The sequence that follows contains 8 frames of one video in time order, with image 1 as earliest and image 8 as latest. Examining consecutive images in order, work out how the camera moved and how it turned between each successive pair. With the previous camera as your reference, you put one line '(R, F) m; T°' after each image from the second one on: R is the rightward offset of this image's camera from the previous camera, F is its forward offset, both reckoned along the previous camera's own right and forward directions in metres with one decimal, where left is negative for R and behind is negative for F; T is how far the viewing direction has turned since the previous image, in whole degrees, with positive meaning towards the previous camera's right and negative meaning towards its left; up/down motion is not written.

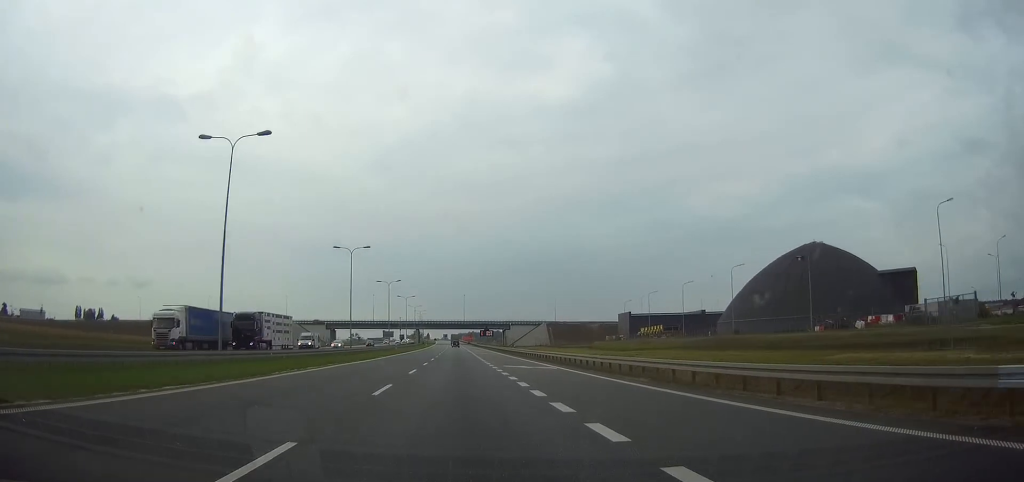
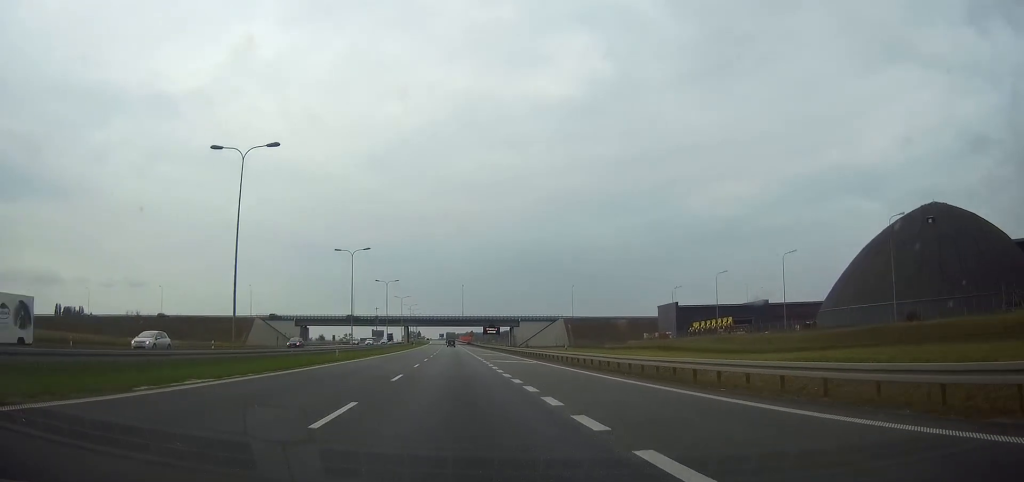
(-0.1, +42.3) m; 0°
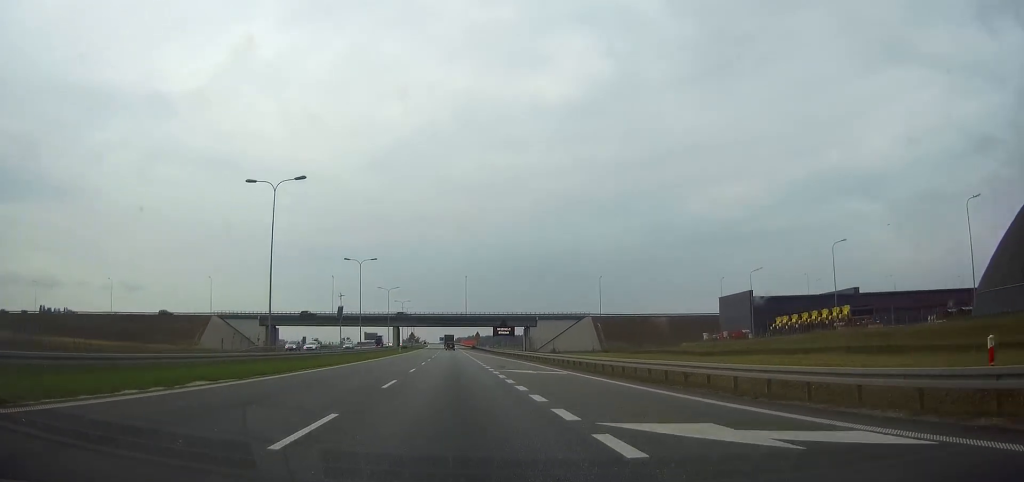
(+0.1, +37.4) m; 0°
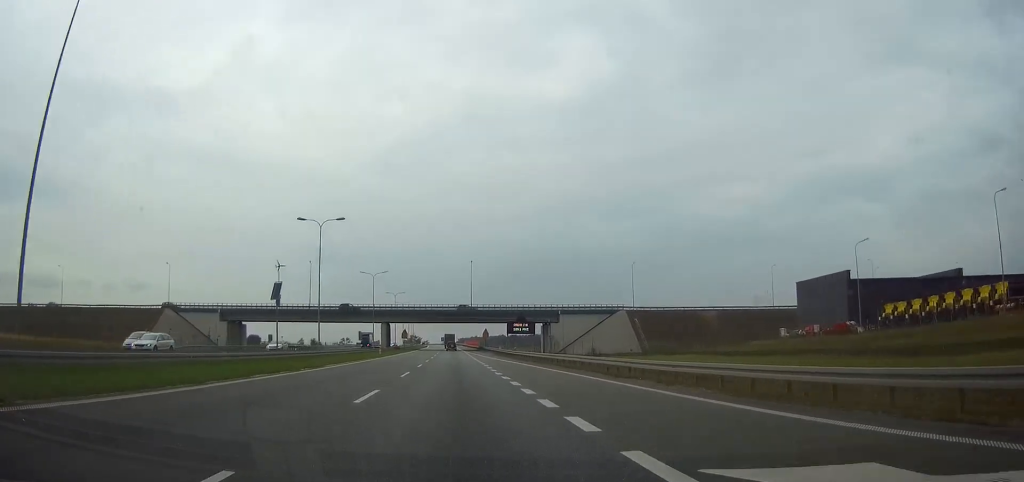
(-0.1, +29.0) m; 0°
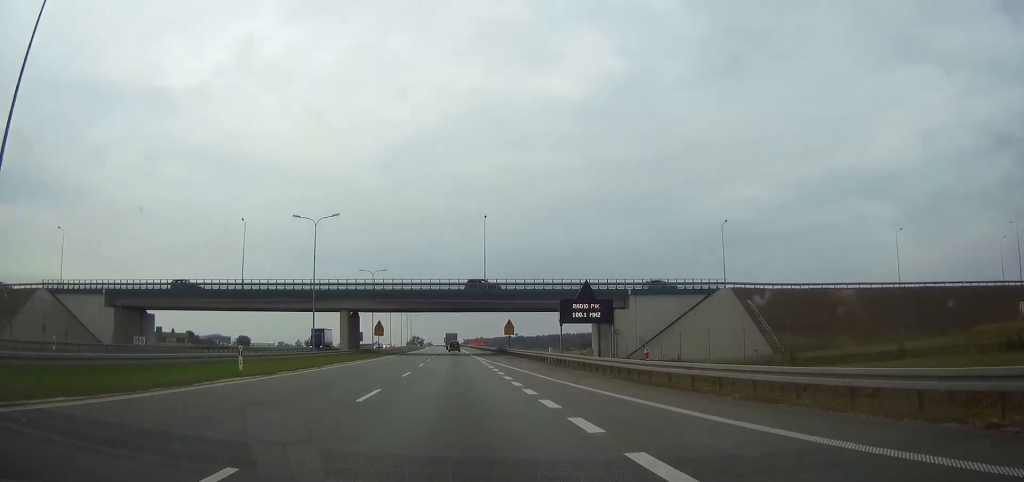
(-0.1, +47.2) m; 0°
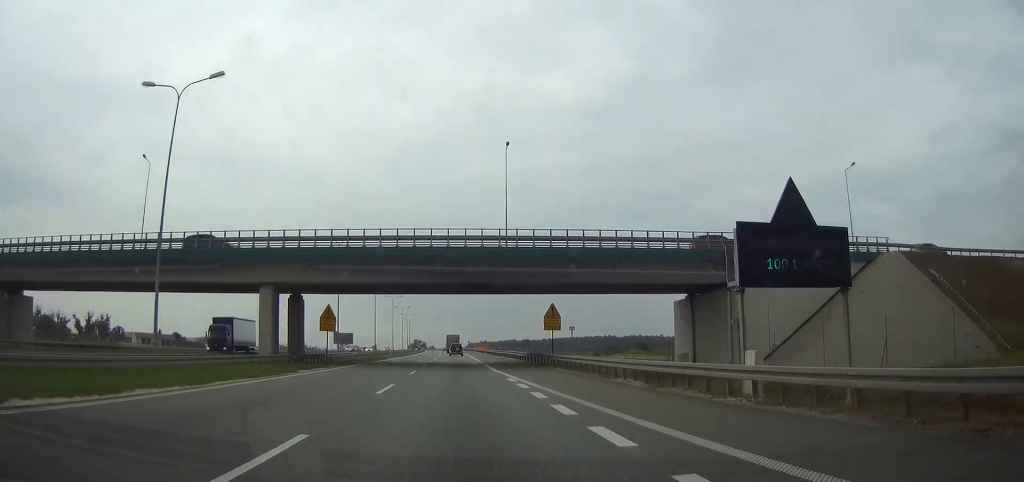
(0.0, +32.8) m; 0°
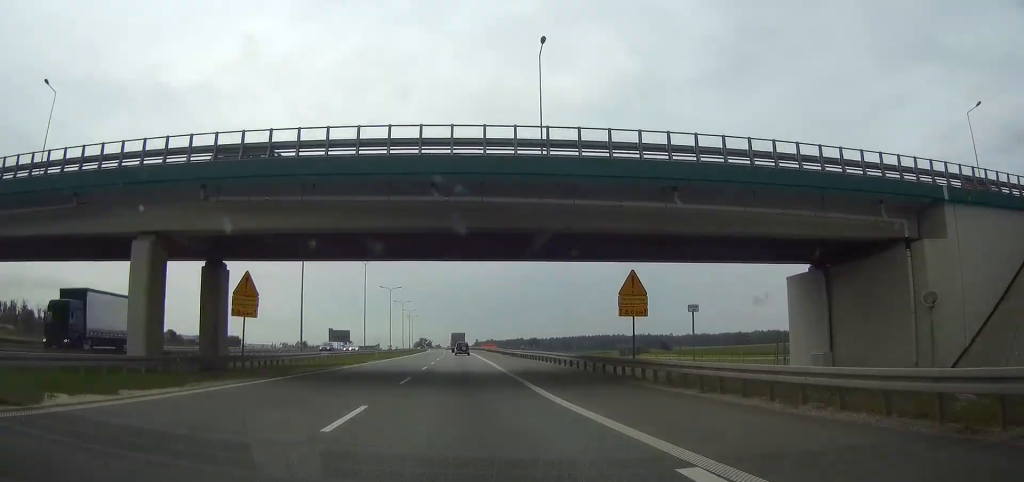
(-0.1, +19.5) m; 0°
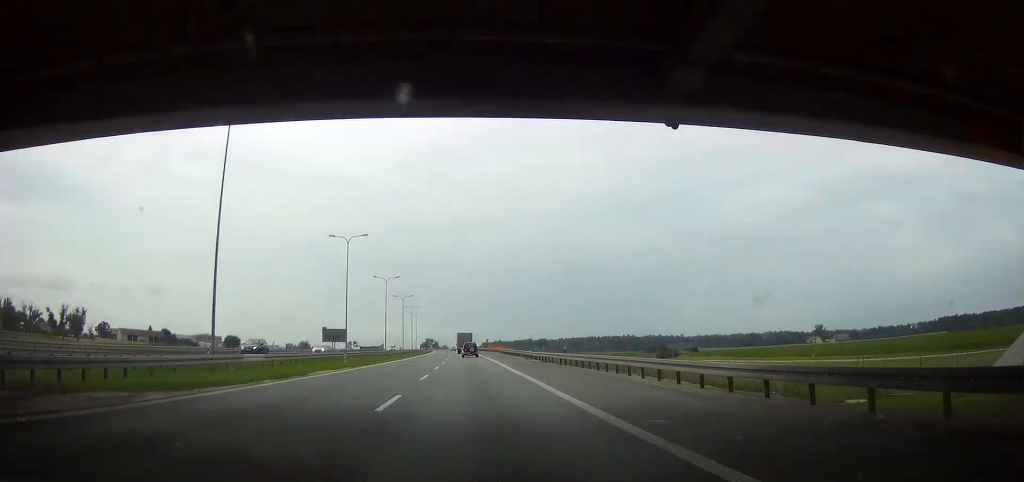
(-0.1, +20.7) m; 0°
